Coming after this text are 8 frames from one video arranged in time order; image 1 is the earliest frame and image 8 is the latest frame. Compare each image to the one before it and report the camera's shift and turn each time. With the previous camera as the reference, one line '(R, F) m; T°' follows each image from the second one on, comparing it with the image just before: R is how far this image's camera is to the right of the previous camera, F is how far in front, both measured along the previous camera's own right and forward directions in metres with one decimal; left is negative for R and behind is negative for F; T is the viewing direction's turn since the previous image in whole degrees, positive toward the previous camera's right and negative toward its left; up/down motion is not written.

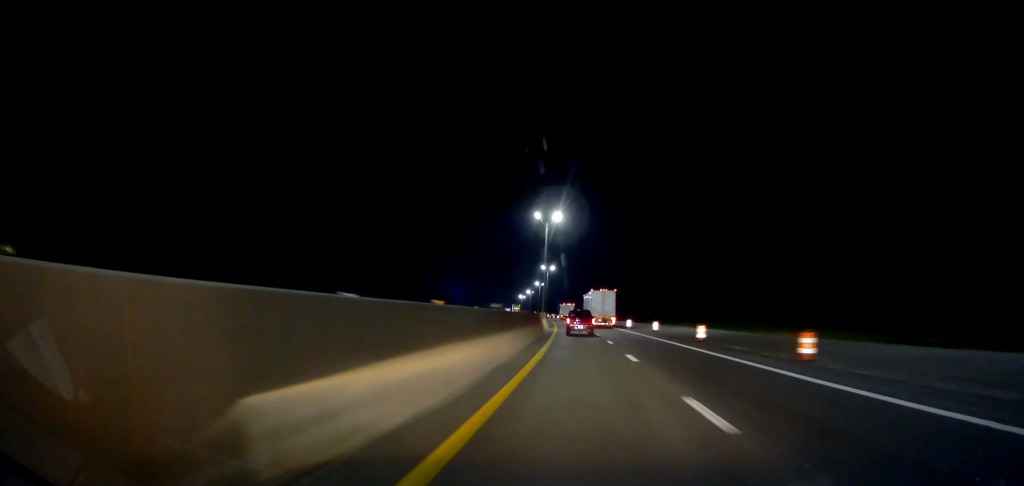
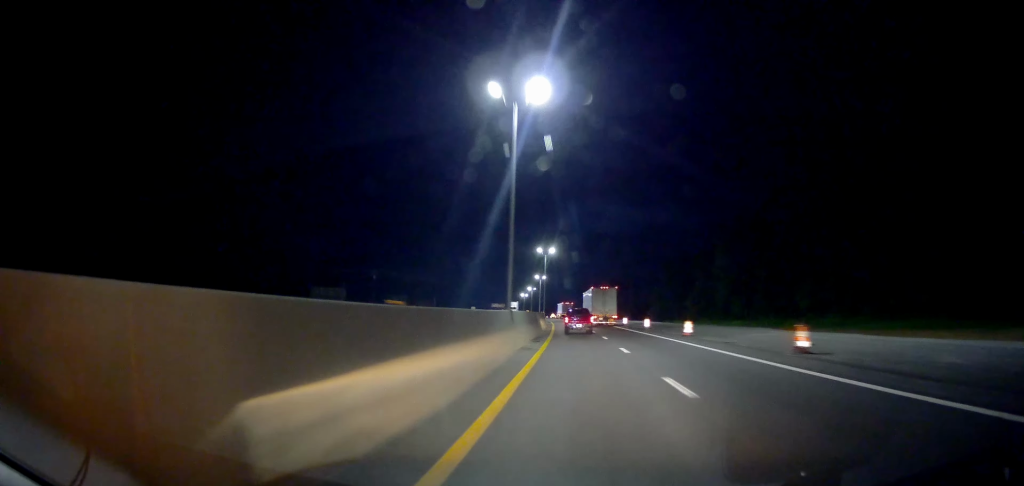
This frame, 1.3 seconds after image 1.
(-0.3, +33.4) m; -1°
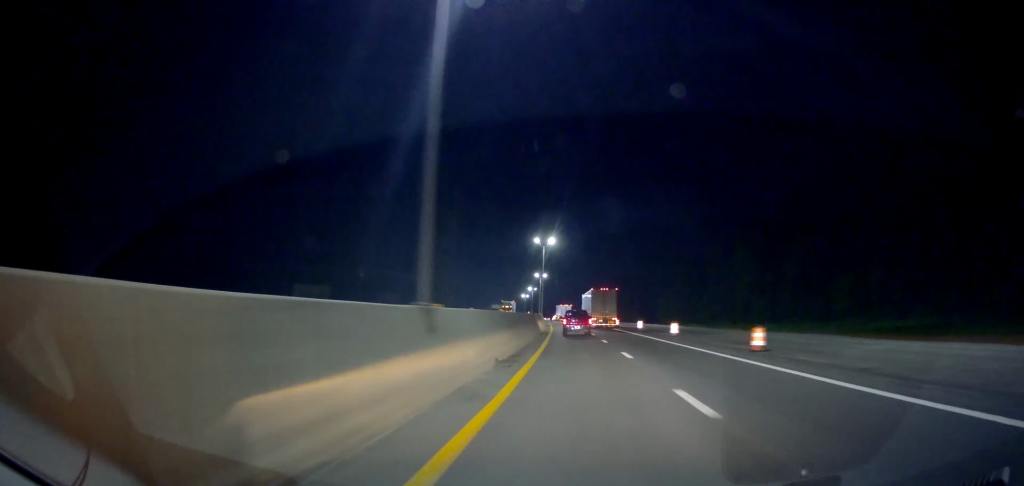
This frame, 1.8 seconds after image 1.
(0.0, +13.9) m; 0°
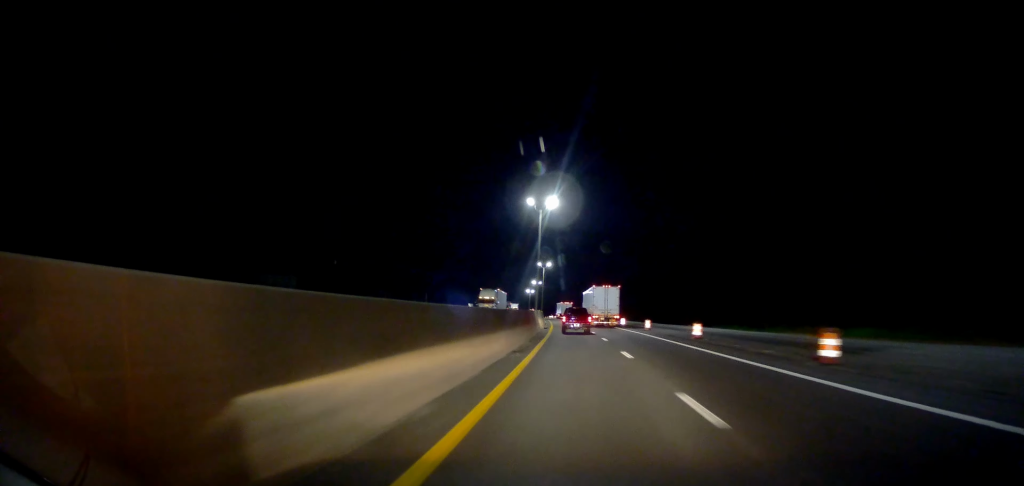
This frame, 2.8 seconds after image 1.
(-0.2, +25.0) m; -1°
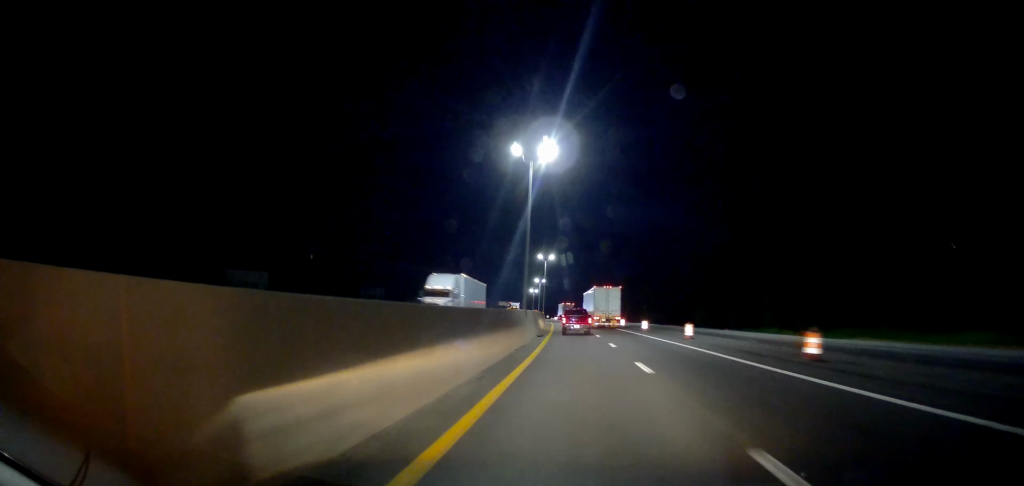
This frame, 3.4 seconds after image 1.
(+0.2, +17.1) m; -1°
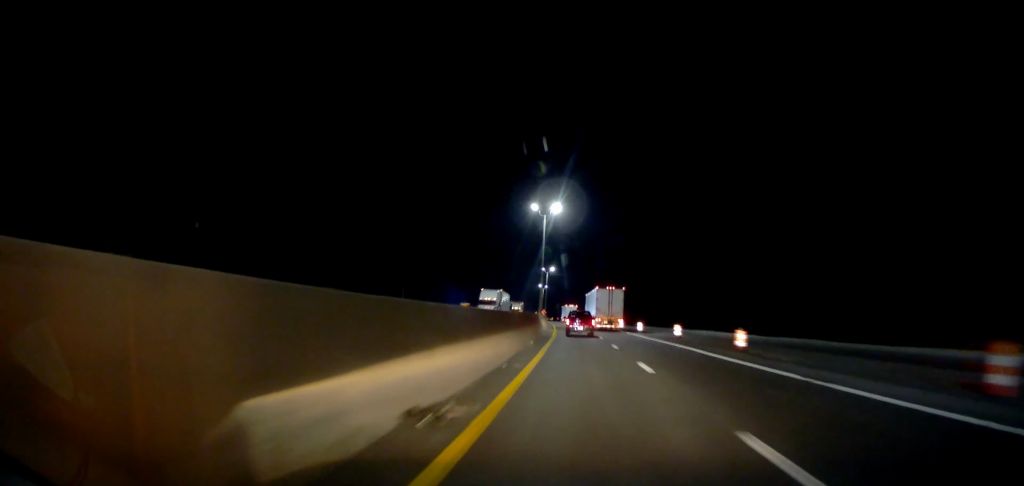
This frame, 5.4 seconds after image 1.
(-1.5, +48.6) m; -3°
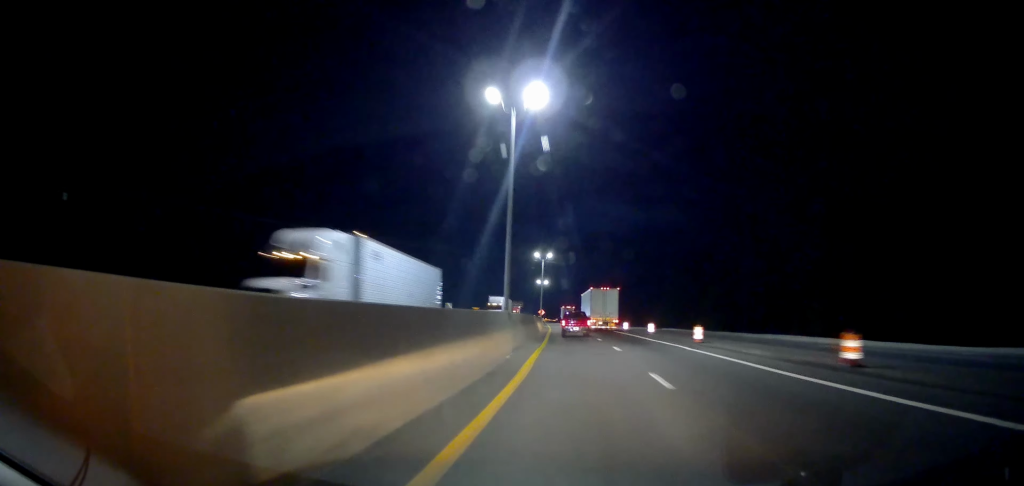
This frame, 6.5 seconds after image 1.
(-0.2, +27.7) m; 0°
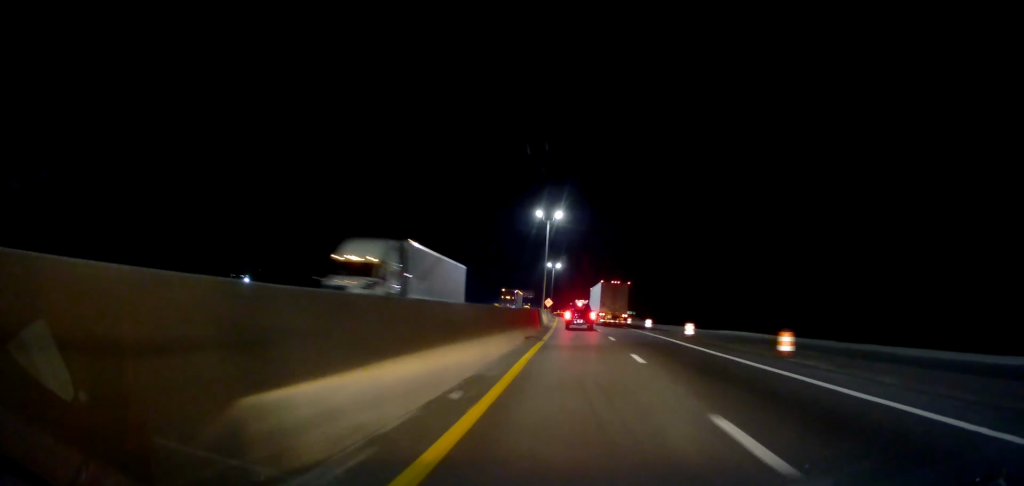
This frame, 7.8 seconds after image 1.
(+0.2, +31.6) m; -1°
